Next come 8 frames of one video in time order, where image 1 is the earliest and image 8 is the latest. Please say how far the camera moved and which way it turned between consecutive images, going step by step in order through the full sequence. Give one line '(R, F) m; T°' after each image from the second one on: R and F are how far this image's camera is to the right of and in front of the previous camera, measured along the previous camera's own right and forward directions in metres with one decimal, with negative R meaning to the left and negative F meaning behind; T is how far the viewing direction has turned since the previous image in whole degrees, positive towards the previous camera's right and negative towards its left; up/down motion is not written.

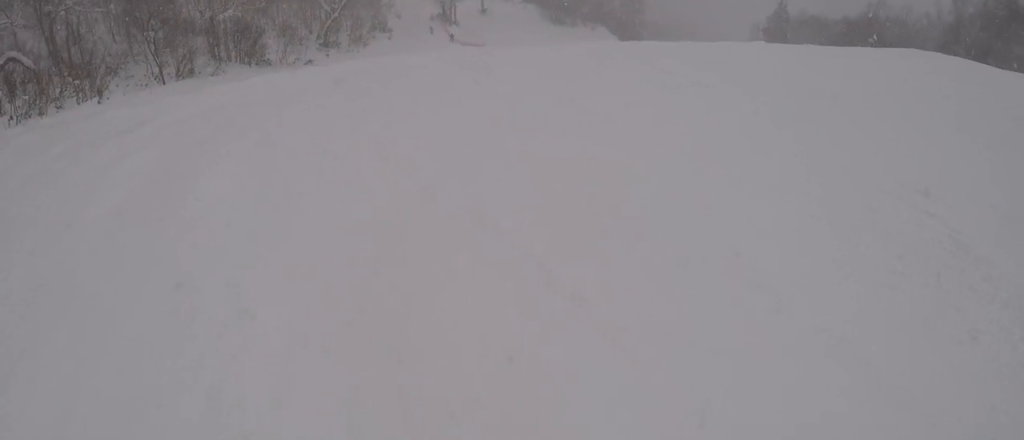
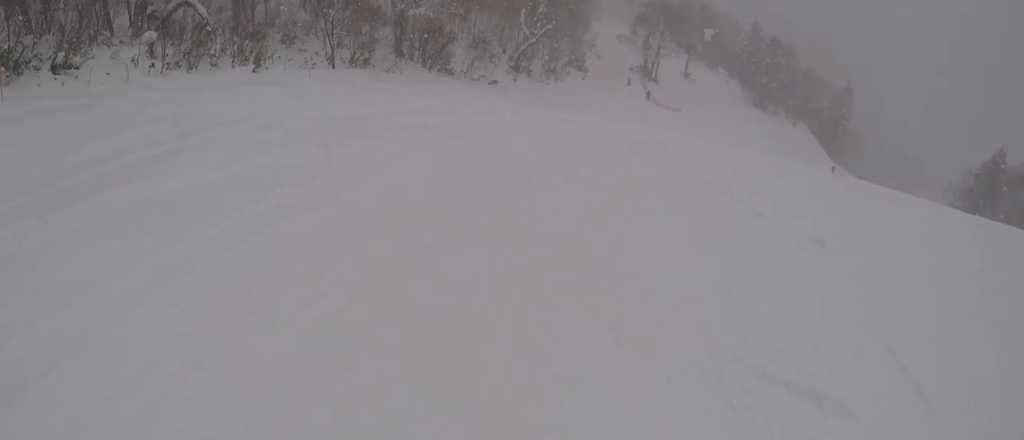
(+0.8, +6.7) m; -3°
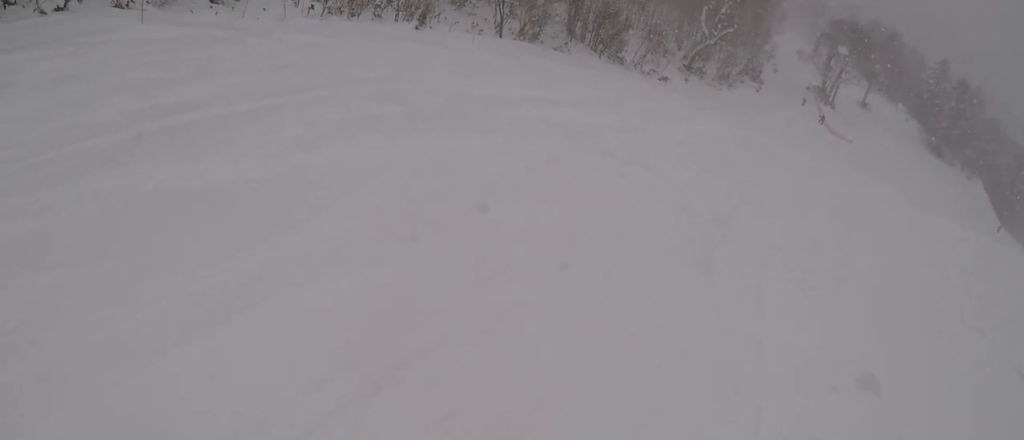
(-0.1, +2.3) m; -10°
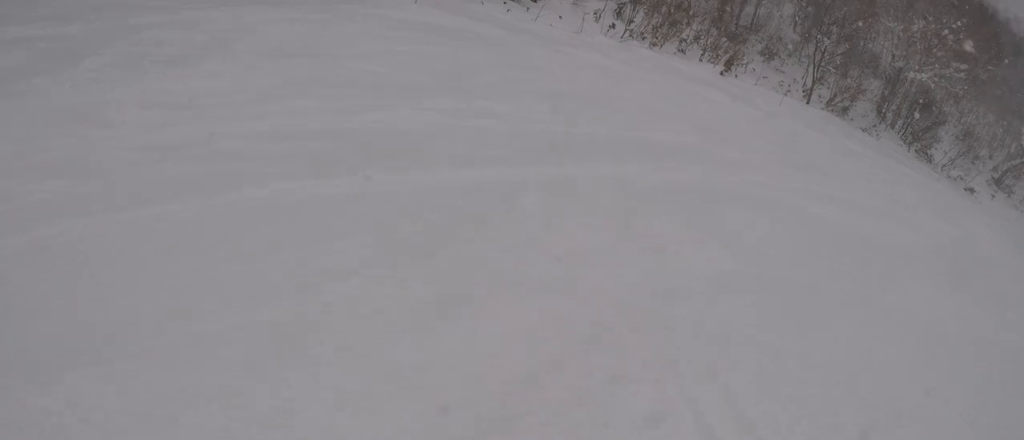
(-0.5, +4.1) m; -16°
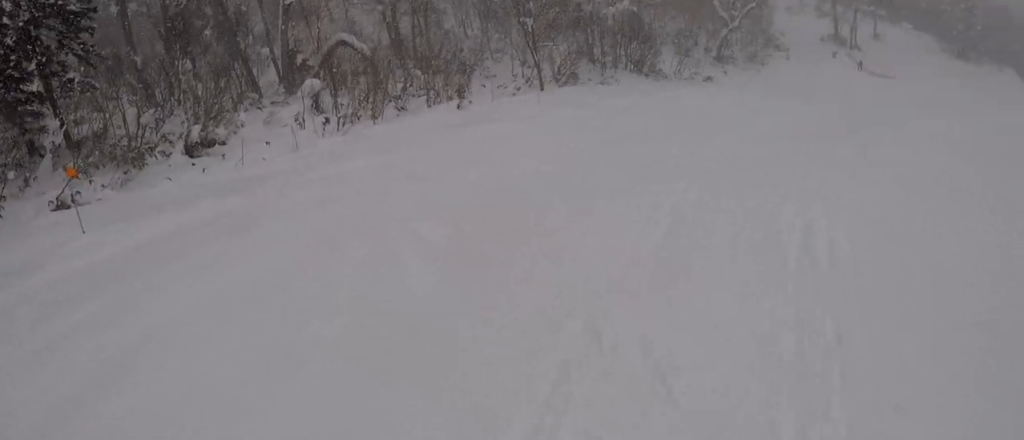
(-1.4, +8.1) m; +10°
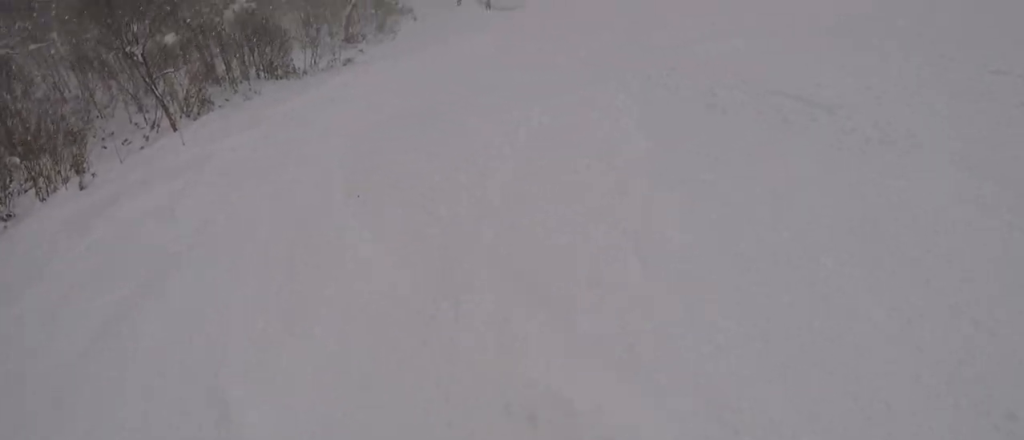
(+2.4, +5.8) m; +49°
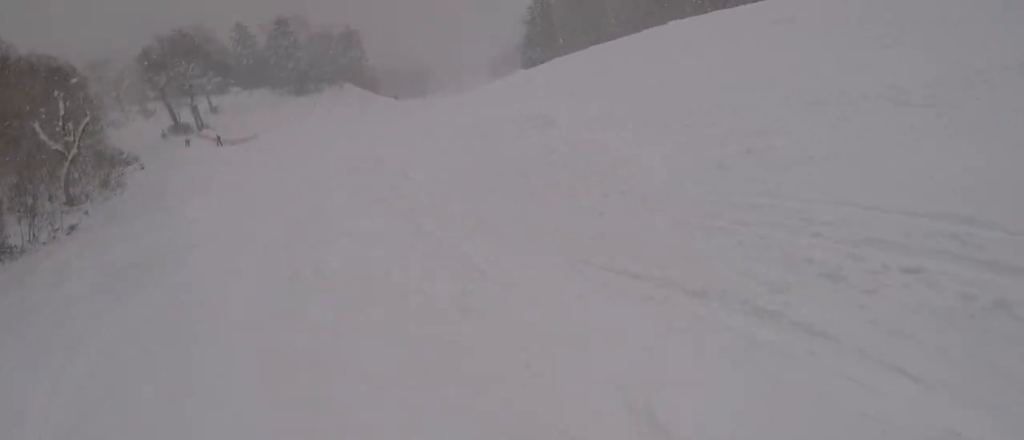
(+1.5, +4.4) m; +15°
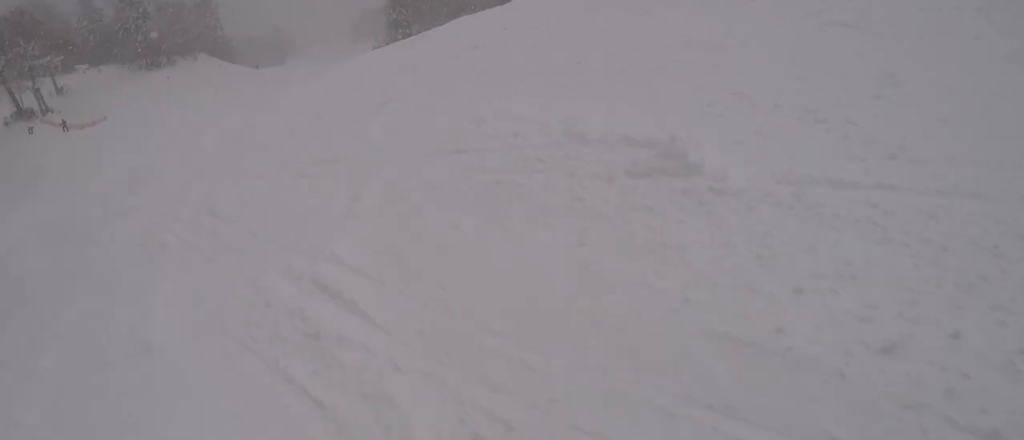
(+0.4, +3.7) m; +3°
